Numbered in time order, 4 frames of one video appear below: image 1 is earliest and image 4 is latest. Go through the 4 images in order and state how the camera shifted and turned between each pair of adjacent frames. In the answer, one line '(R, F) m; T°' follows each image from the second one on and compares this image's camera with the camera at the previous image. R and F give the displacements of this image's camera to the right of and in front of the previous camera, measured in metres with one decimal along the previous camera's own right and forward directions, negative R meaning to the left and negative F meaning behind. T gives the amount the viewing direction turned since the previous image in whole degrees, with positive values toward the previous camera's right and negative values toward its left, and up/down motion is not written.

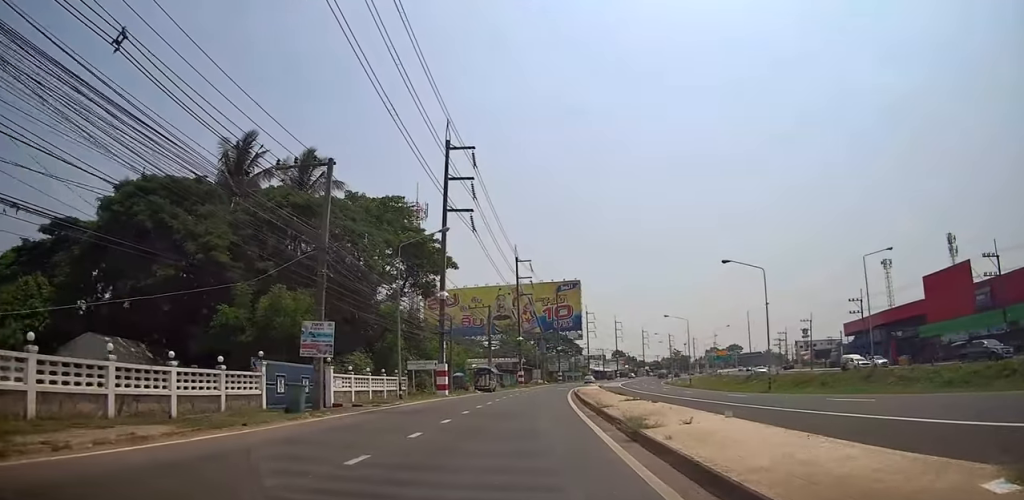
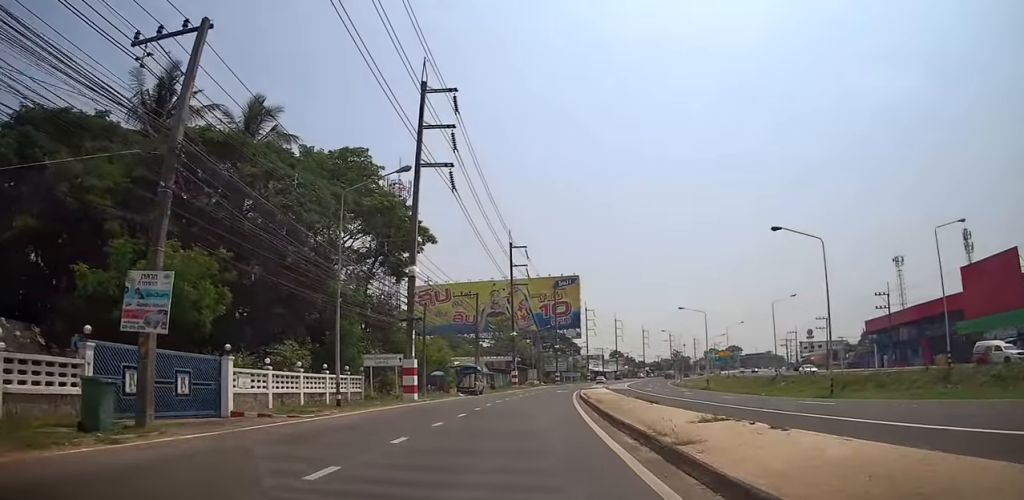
(+0.2, +7.3) m; +1°
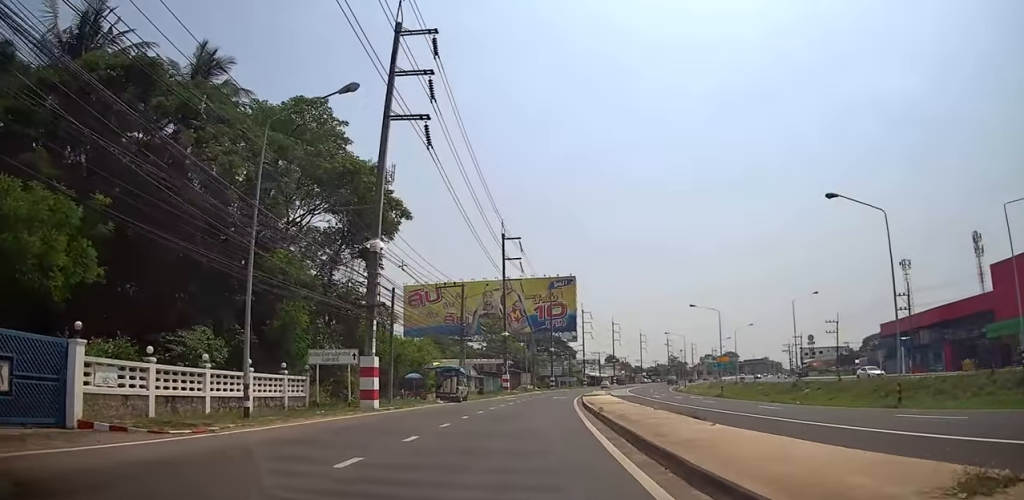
(-0.1, +5.4) m; 0°
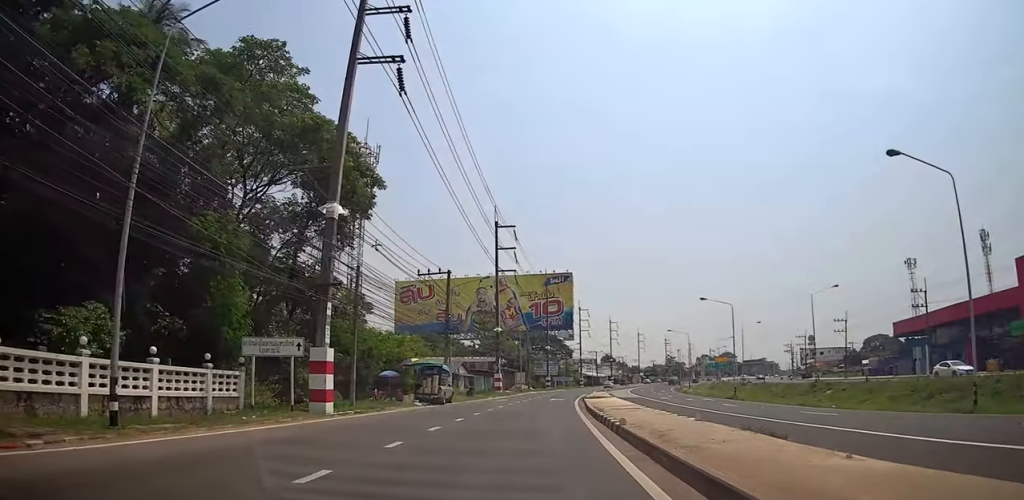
(0.0, +4.2) m; 0°
